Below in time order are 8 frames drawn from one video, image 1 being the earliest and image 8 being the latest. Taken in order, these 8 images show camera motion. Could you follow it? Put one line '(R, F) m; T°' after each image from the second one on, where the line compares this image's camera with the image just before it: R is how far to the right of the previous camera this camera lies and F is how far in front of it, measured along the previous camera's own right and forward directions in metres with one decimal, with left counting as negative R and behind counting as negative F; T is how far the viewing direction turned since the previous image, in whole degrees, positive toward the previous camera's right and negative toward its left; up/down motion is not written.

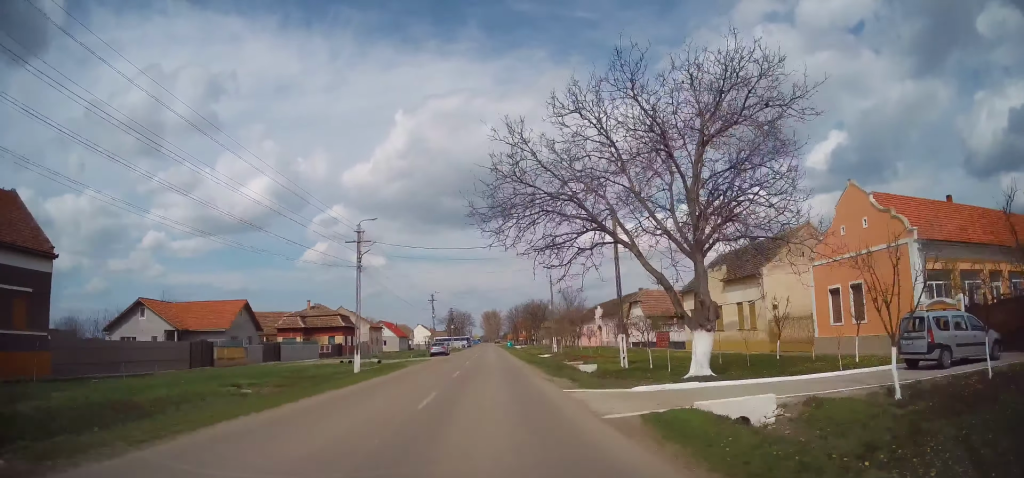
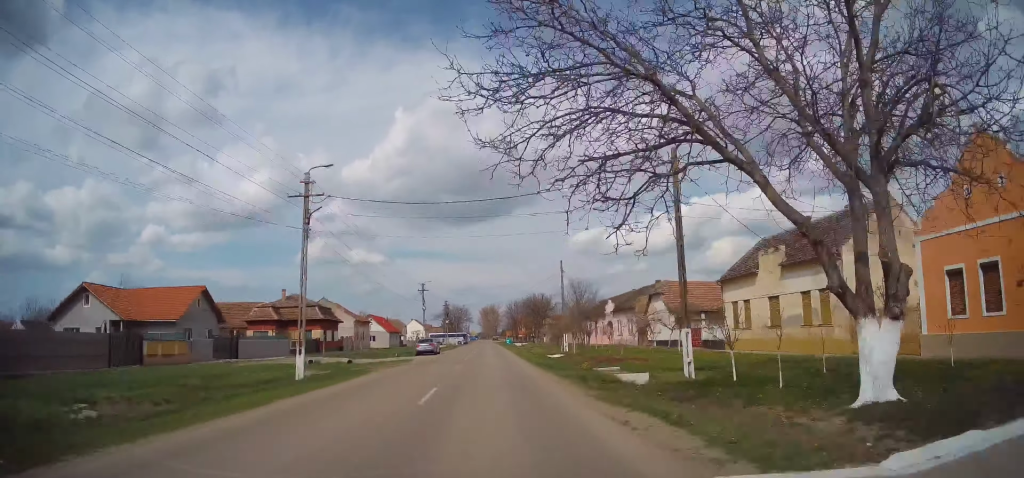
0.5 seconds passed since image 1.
(0.0, +9.0) m; -1°
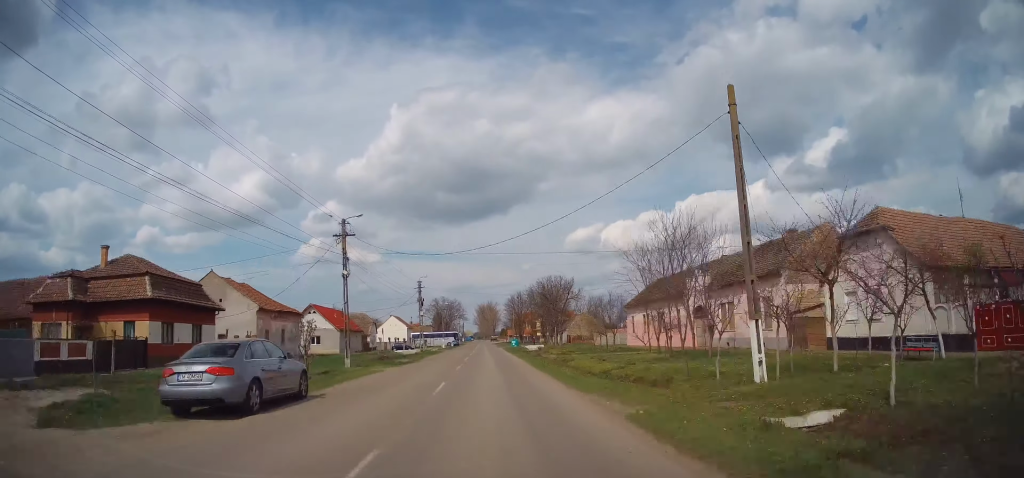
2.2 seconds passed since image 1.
(-0.5, +34.3) m; 0°
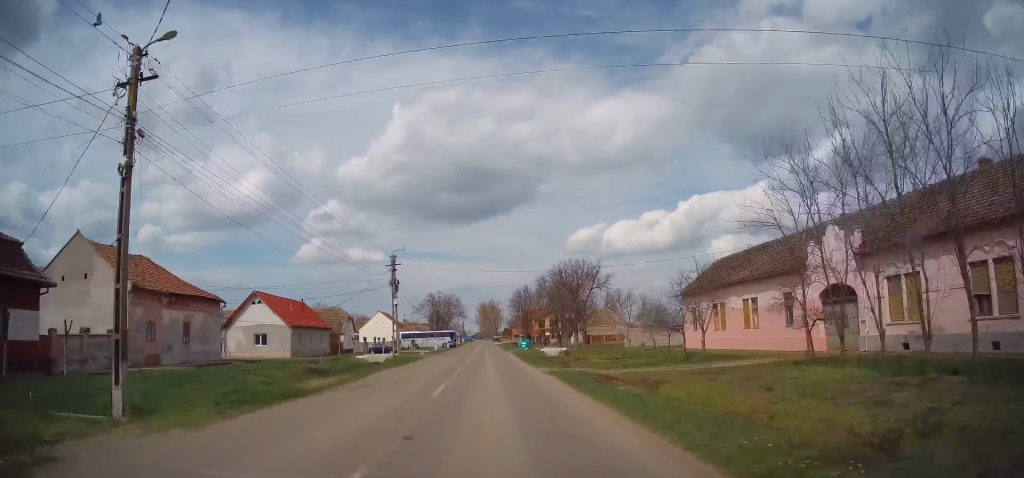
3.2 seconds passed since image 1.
(+0.3, +18.8) m; +1°
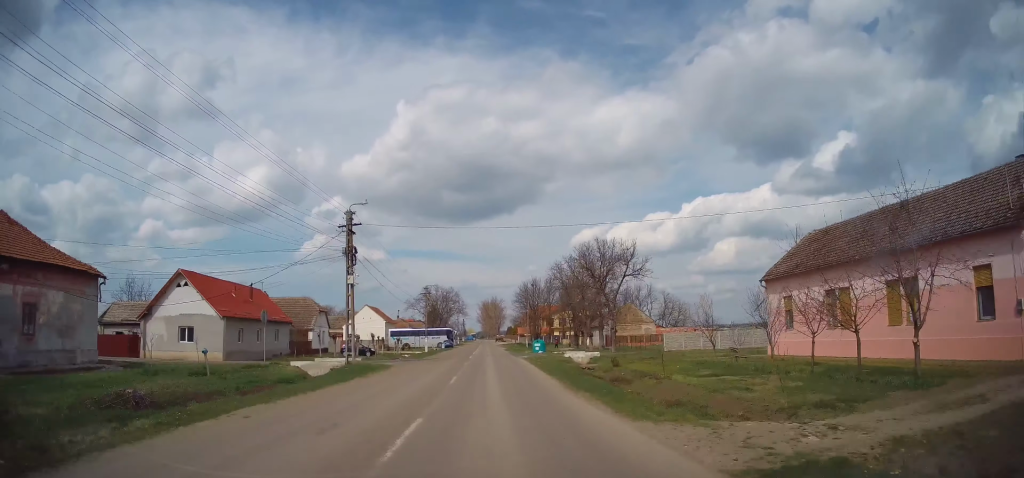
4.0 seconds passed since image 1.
(0.0, +14.9) m; -1°
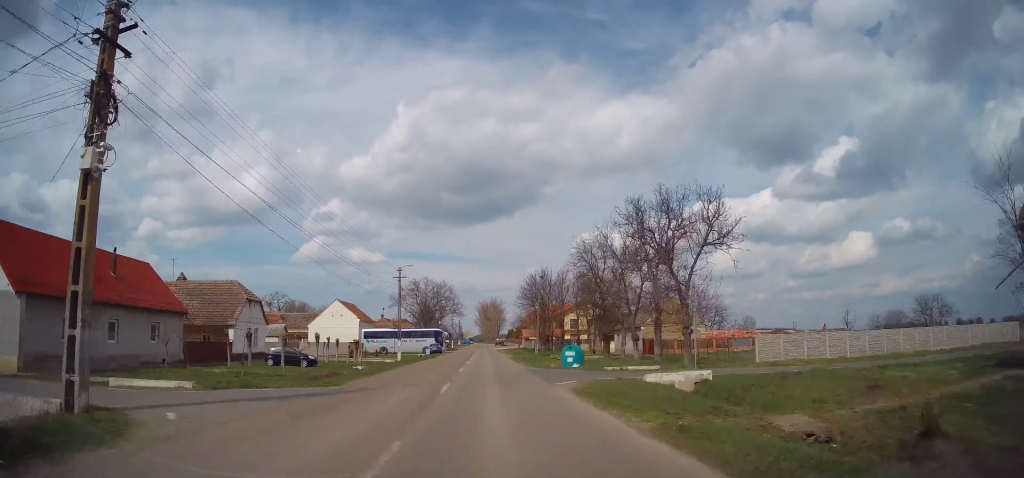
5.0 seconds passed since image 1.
(-0.4, +20.1) m; 0°
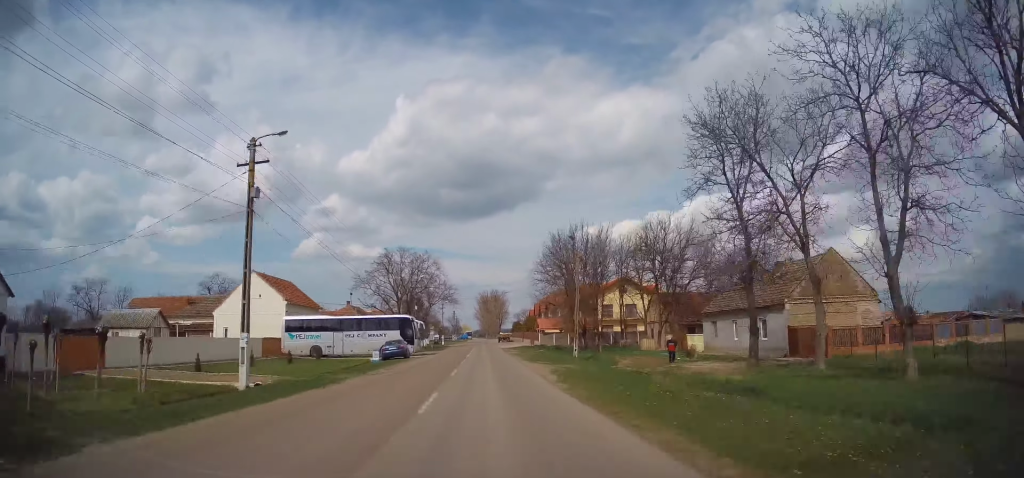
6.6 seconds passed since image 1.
(+0.6, +31.1) m; 0°
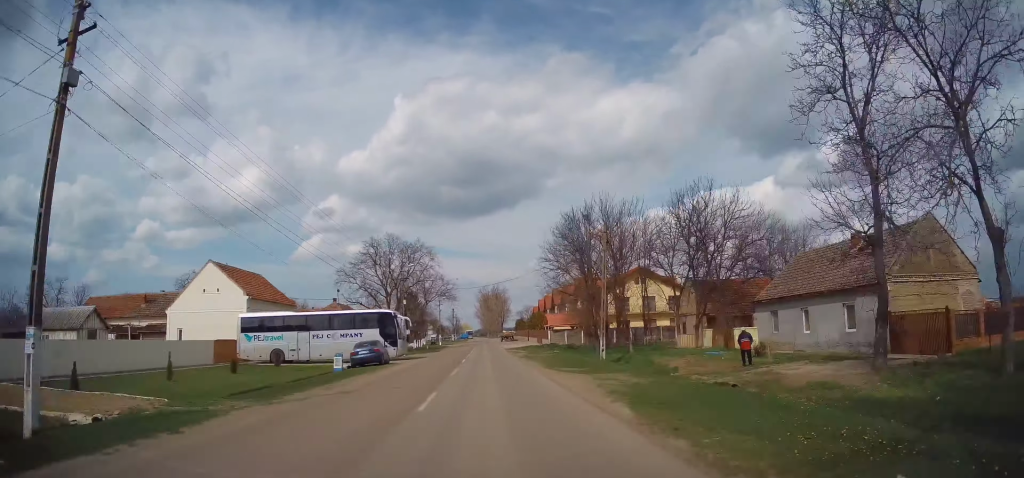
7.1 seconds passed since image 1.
(+0.1, +9.1) m; 0°
